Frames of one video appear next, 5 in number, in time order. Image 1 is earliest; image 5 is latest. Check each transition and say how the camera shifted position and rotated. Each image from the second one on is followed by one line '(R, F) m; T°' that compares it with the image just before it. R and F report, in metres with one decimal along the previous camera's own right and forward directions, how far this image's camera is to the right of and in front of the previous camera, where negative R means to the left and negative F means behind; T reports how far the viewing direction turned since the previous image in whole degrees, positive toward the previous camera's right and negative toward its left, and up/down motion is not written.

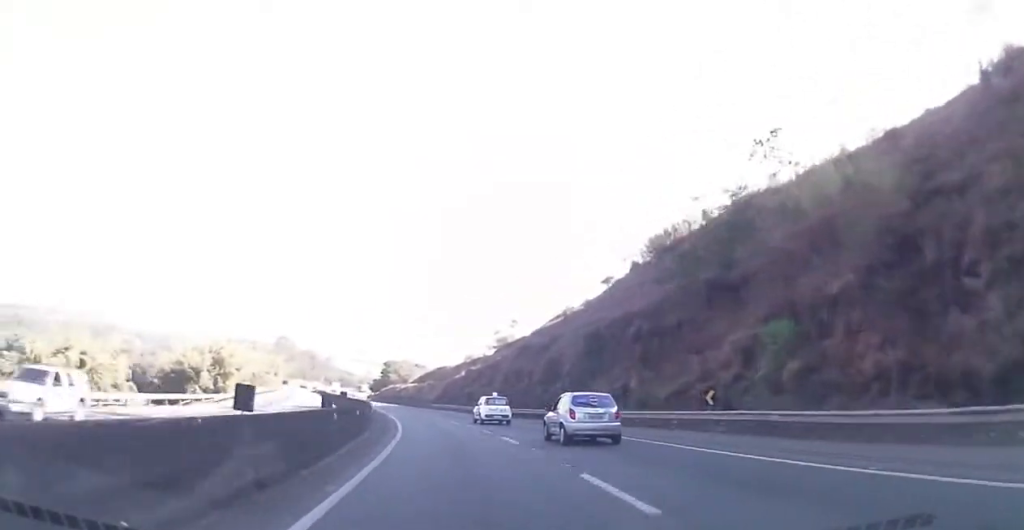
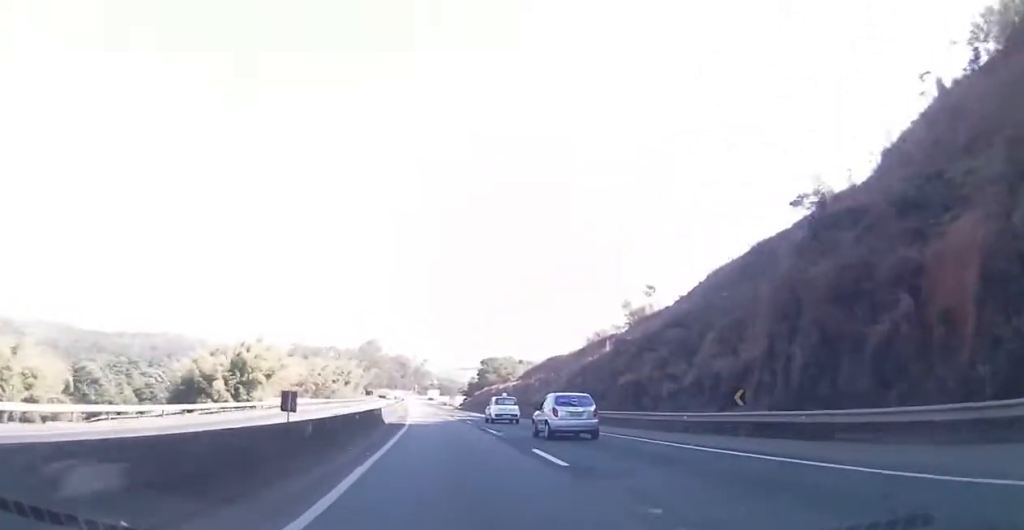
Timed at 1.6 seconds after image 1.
(-3.4, +42.5) m; -9°
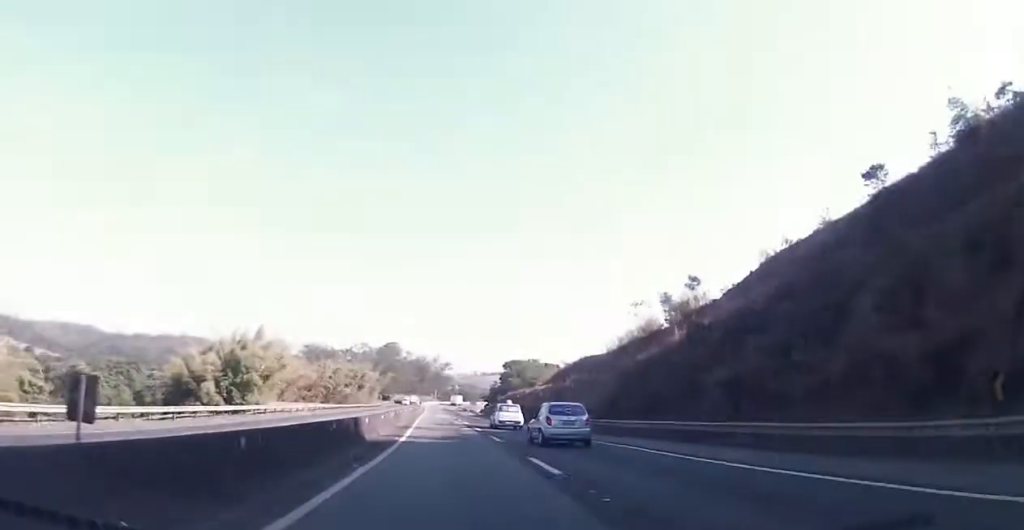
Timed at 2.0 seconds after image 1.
(-0.1, +11.8) m; -2°
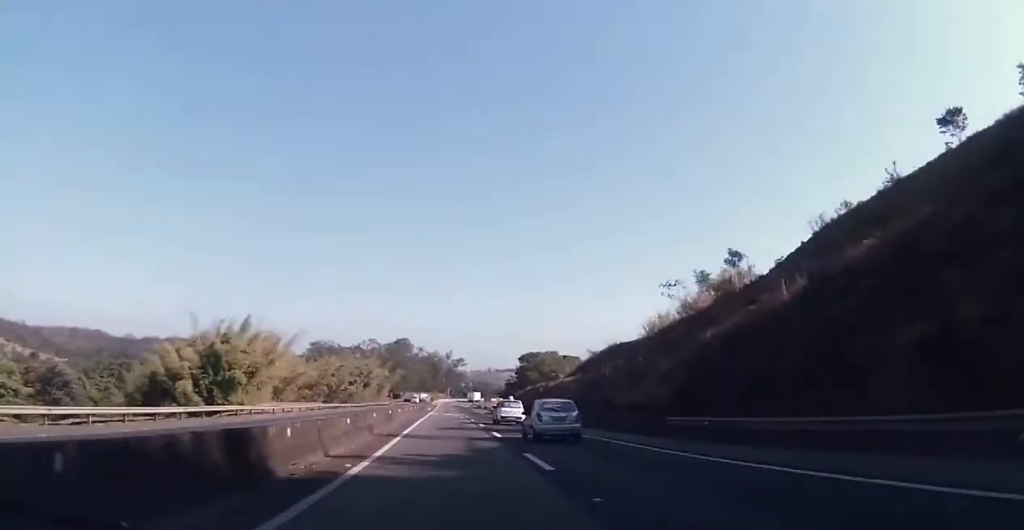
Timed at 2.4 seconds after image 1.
(-0.5, +12.0) m; -2°
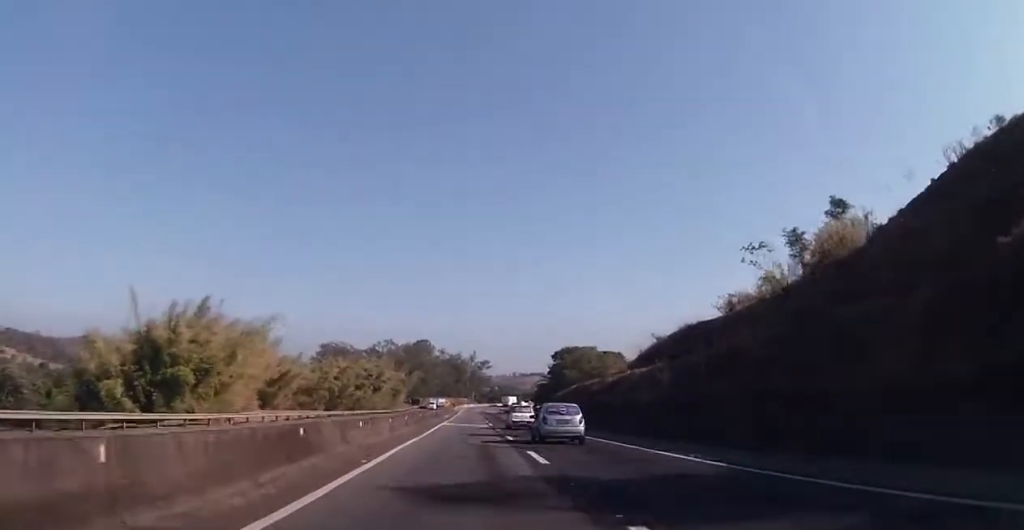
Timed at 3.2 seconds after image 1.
(-0.6, +22.2) m; -3°
